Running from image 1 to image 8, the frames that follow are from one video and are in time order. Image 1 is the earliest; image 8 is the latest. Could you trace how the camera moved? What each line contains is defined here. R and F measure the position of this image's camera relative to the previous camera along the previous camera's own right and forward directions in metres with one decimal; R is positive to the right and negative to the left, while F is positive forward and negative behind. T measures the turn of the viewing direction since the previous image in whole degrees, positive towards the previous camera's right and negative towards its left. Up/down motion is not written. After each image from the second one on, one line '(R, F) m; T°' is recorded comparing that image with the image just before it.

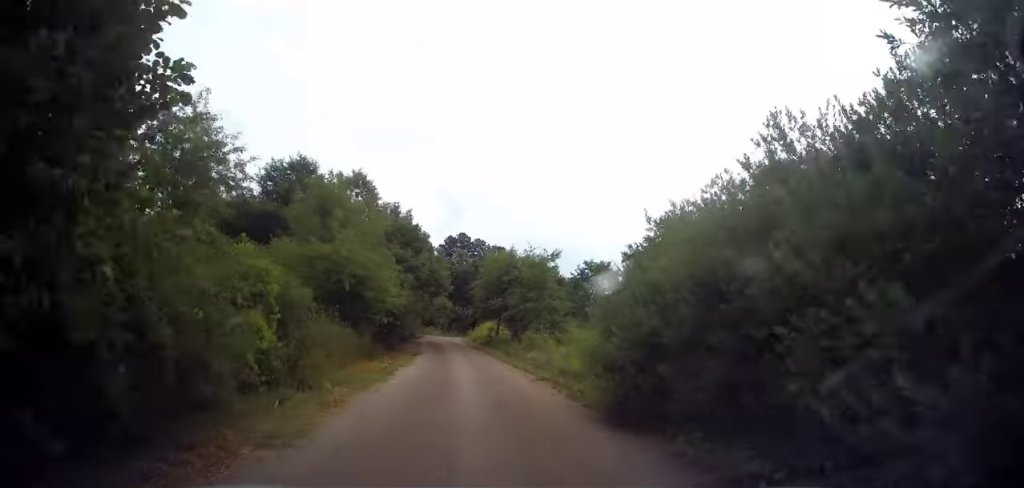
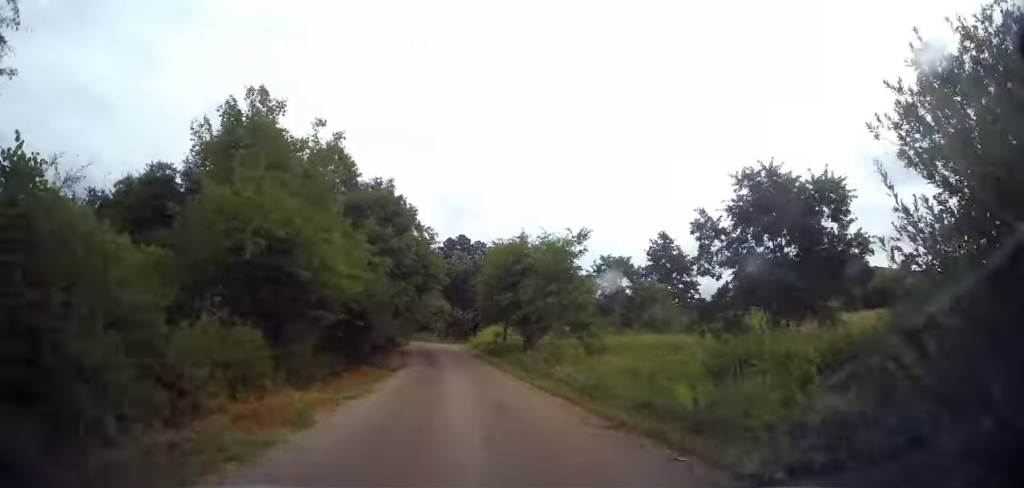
(-0.2, +7.8) m; -1°
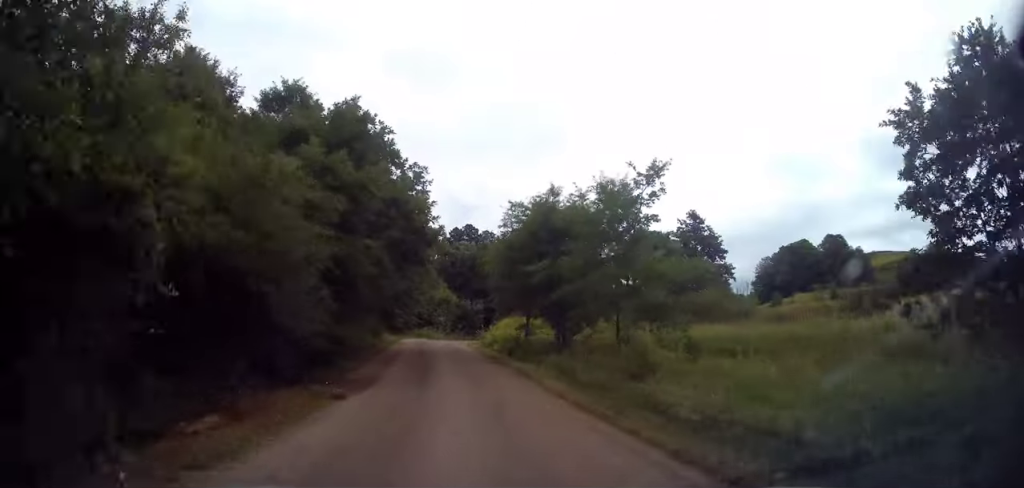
(-0.1, +8.9) m; -1°
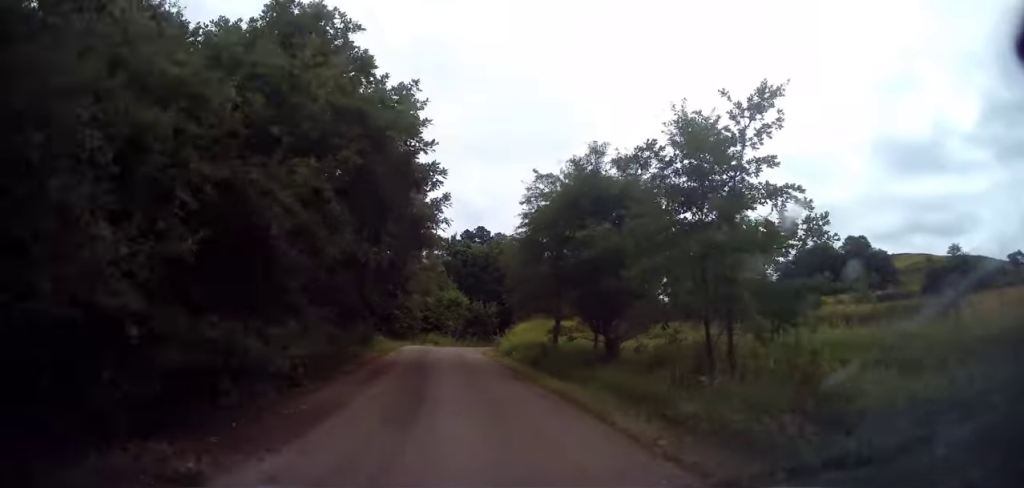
(+0.1, +5.6) m; -1°
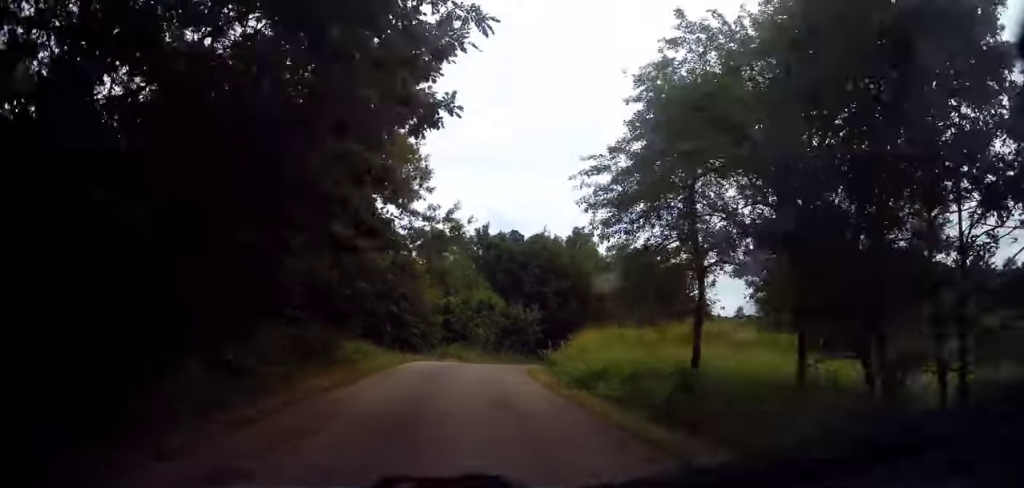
(-0.2, +10.7) m; -2°
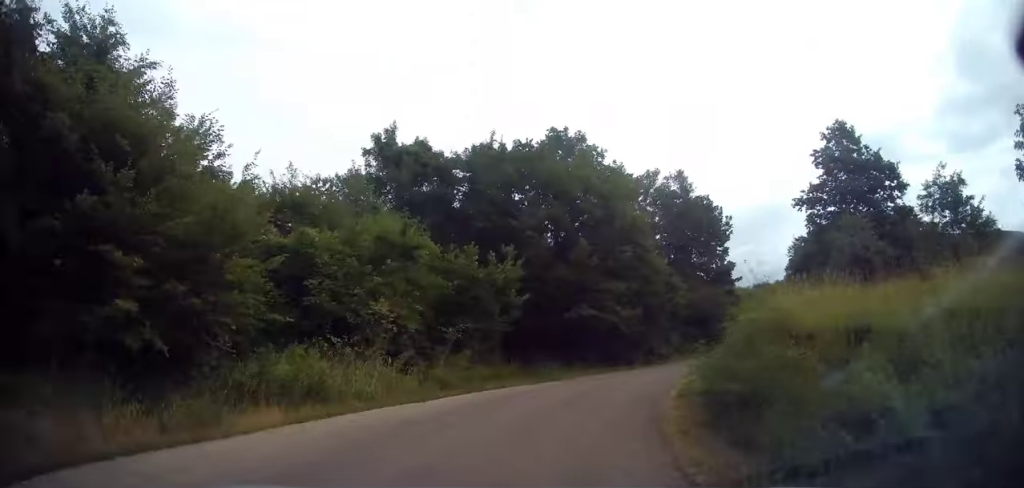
(+0.9, +22.0) m; +11°
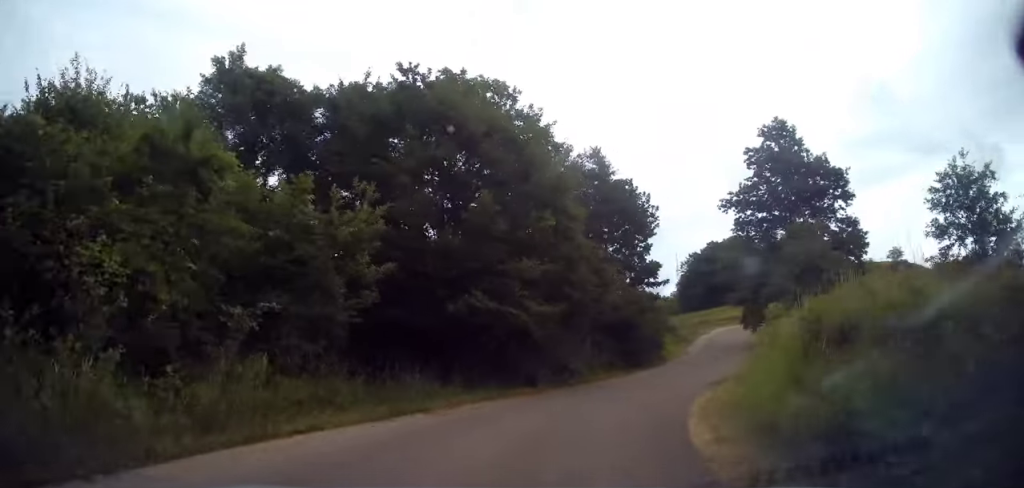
(+0.6, +7.4) m; +12°
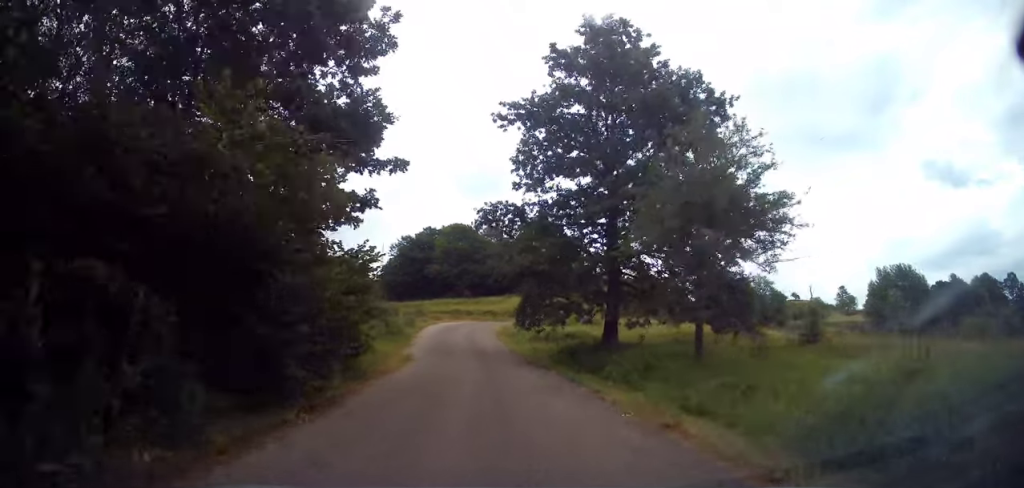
(+5.2, +17.1) m; +27°
